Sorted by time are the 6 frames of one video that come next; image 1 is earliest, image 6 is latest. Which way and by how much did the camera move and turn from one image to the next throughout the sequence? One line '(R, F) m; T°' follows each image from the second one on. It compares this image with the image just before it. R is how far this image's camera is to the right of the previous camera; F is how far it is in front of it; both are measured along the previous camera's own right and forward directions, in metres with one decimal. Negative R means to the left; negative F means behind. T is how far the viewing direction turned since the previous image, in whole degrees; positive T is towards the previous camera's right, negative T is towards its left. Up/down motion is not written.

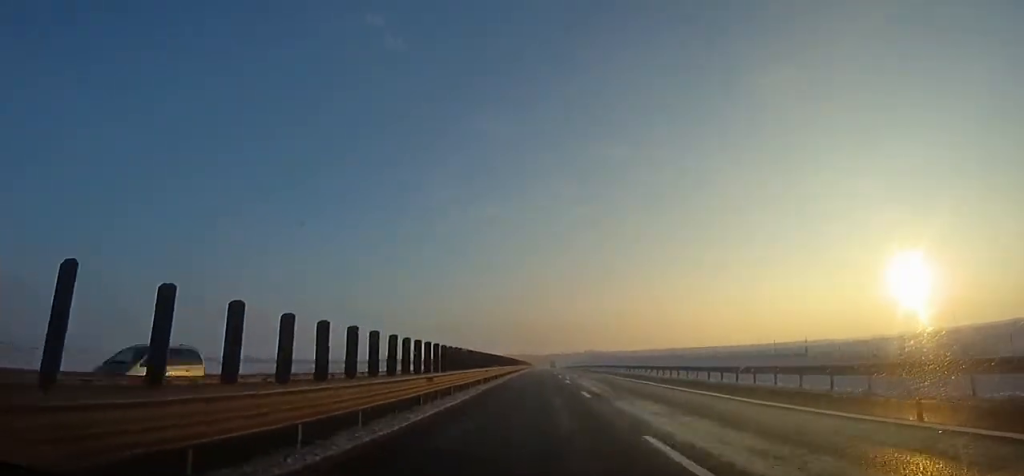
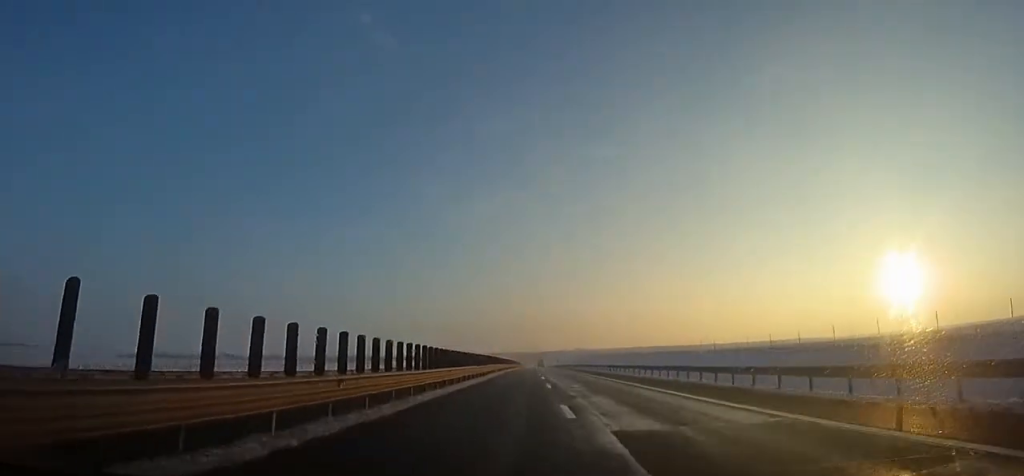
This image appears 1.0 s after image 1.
(-0.1, +30.6) m; +1°
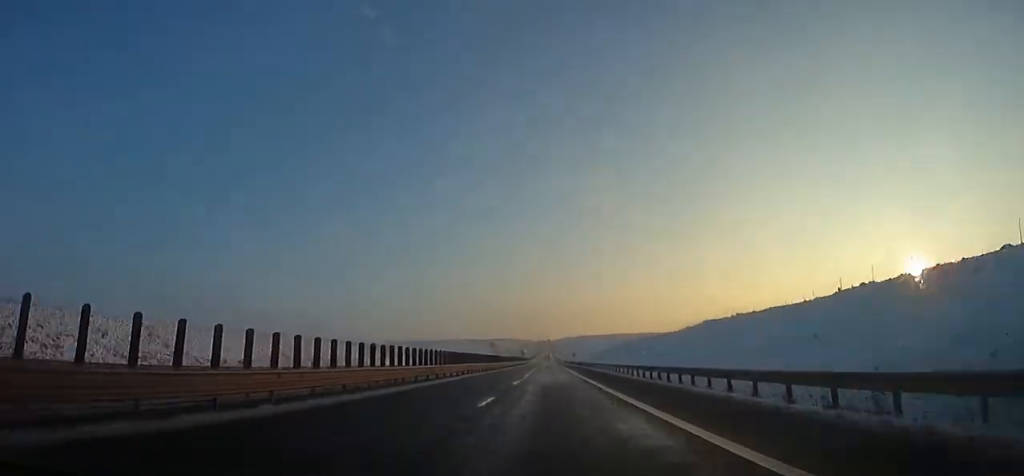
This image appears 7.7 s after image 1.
(-1.1, +214.3) m; -1°
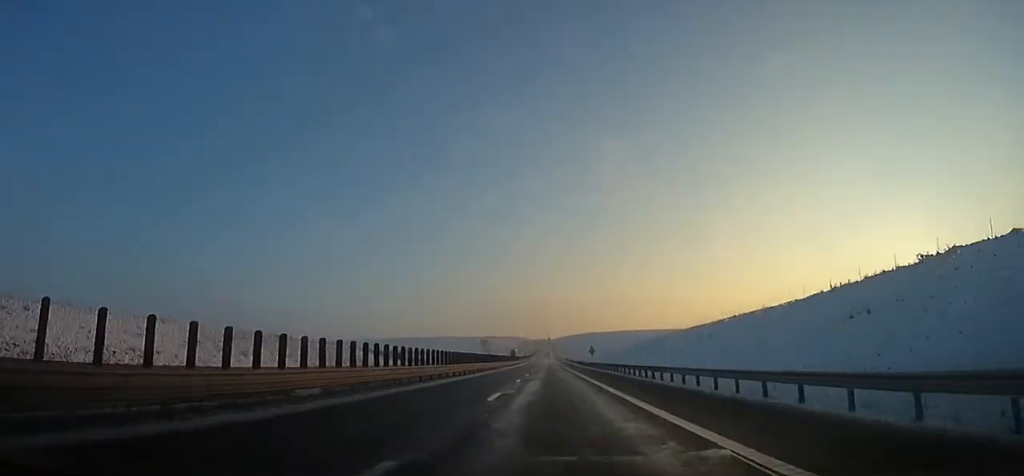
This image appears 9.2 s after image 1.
(+0.1, +46.5) m; 0°
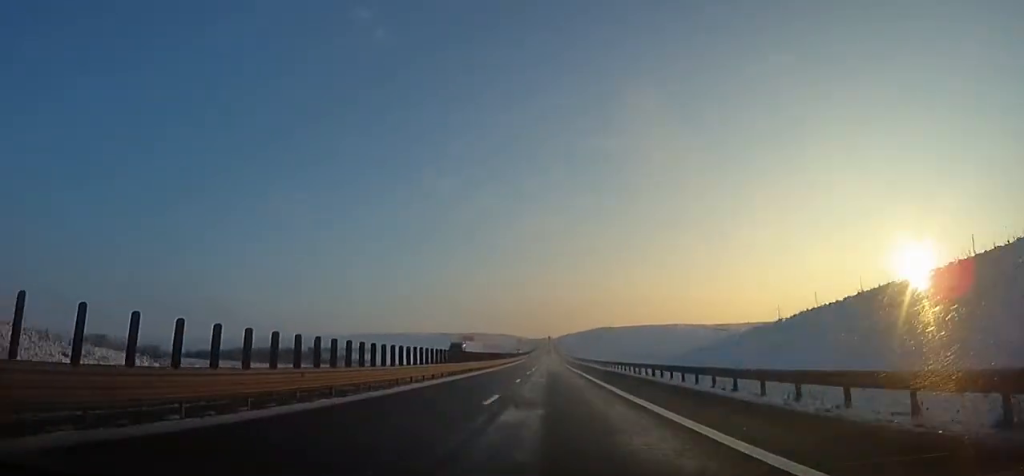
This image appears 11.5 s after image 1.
(-0.1, +74.0) m; 0°
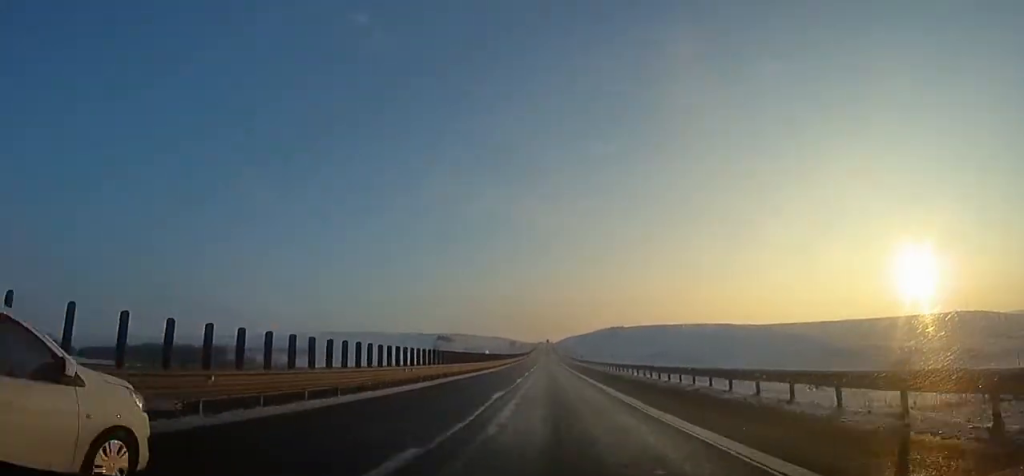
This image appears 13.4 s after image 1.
(-0.2, +58.1) m; 0°
